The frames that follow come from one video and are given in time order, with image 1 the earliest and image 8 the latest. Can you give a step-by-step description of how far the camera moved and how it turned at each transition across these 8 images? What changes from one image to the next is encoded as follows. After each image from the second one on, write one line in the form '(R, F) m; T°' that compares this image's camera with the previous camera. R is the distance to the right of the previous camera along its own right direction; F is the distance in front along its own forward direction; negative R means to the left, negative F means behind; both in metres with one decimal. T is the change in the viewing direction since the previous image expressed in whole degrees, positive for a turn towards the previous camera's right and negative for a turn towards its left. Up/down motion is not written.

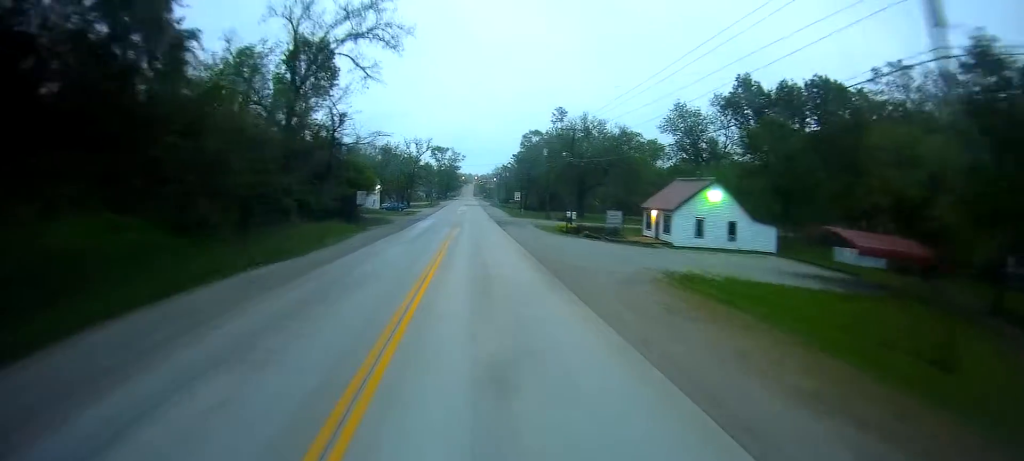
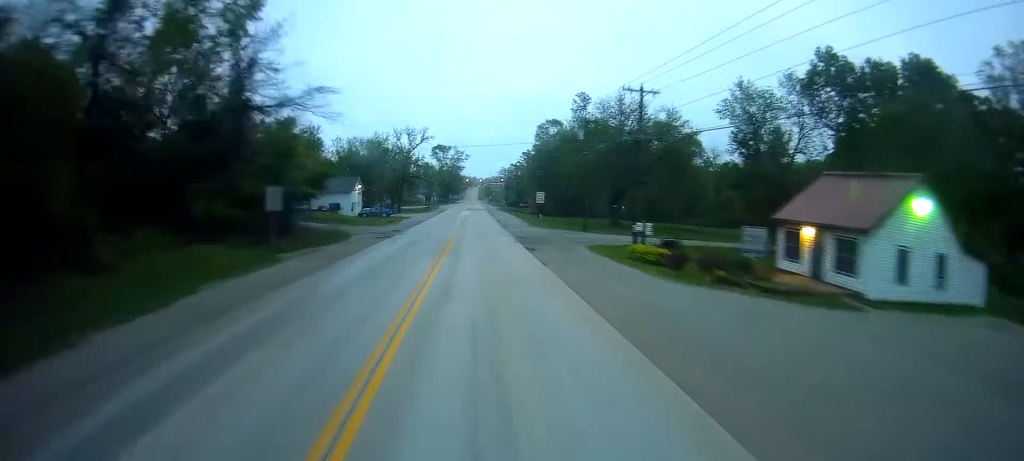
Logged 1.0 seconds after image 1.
(0.0, +22.4) m; 0°
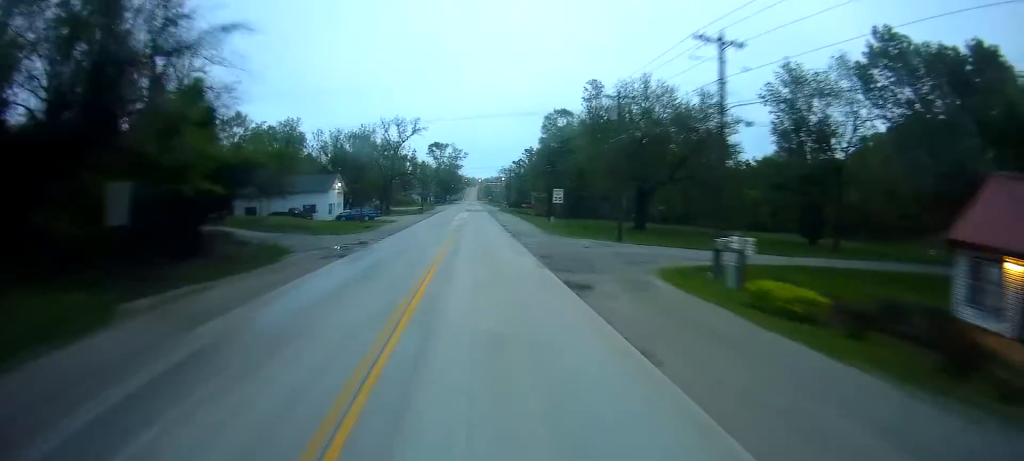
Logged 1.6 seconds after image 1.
(0.0, +12.7) m; 0°
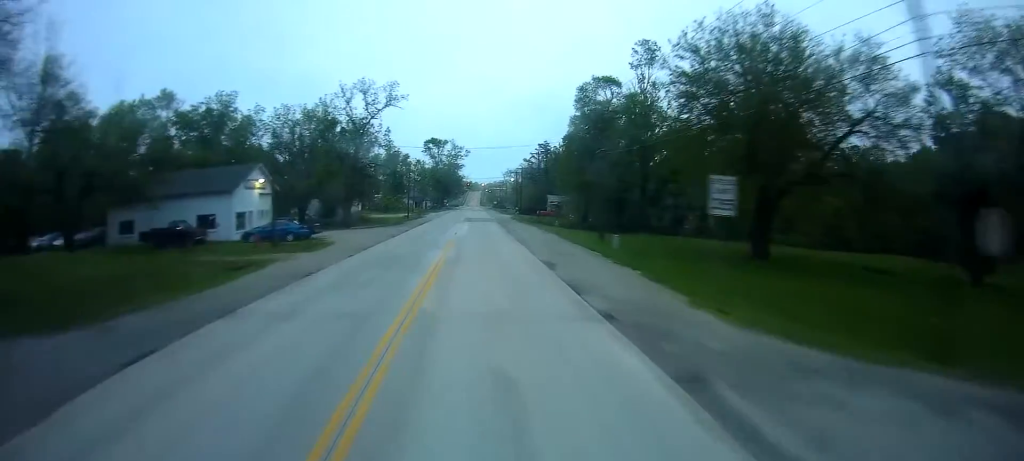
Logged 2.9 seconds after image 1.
(+0.1, +29.9) m; +1°
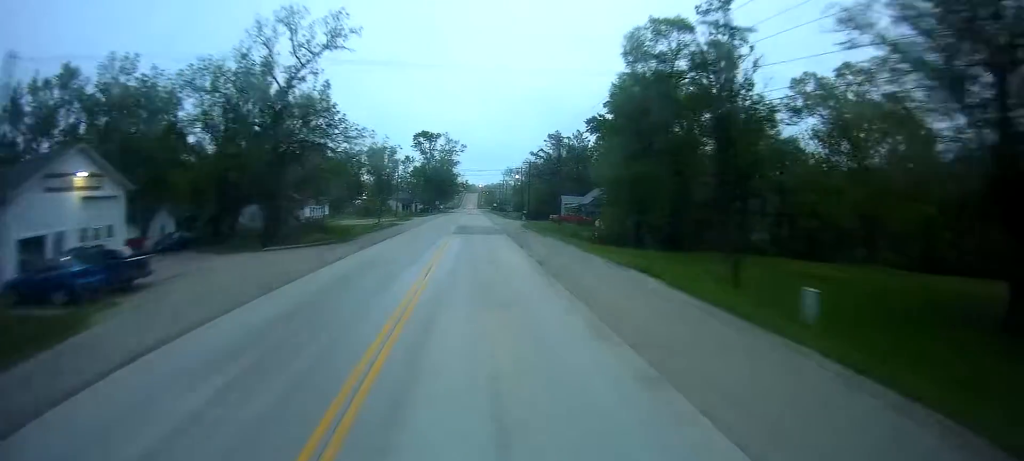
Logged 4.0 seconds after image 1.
(+0.1, +24.0) m; -1°
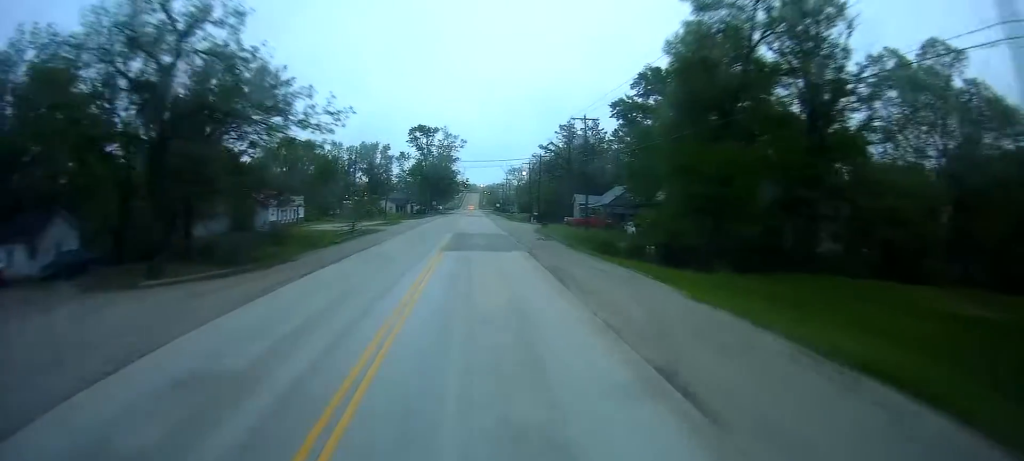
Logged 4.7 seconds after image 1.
(-0.4, +14.1) m; 0°
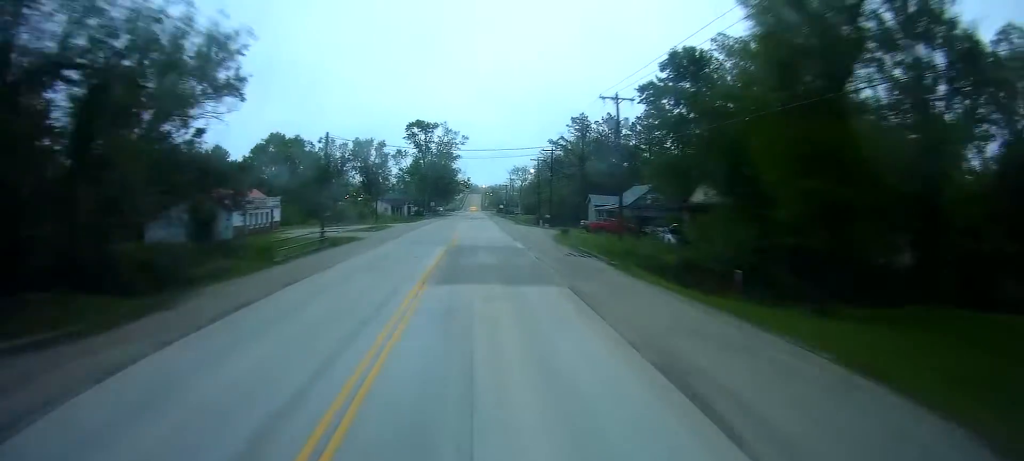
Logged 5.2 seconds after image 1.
(+0.1, +10.5) m; 0°
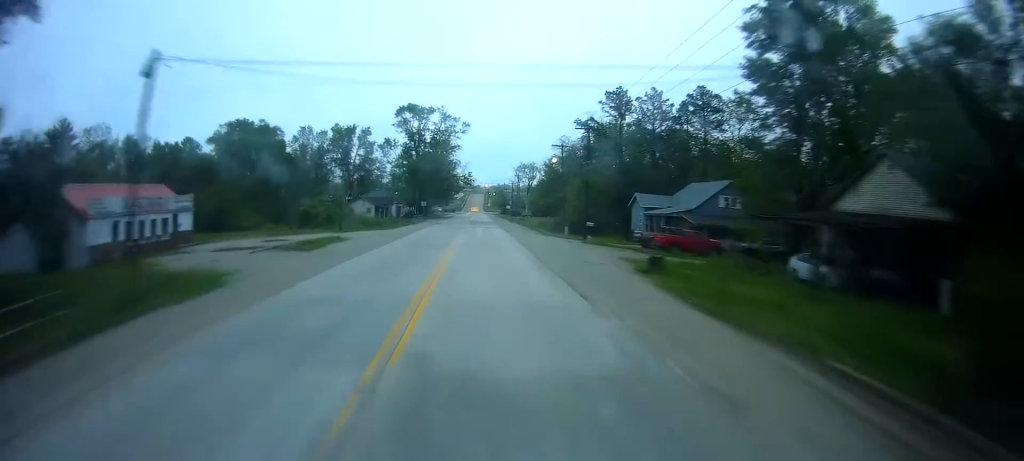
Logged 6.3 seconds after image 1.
(+0.3, +23.0) m; 0°
